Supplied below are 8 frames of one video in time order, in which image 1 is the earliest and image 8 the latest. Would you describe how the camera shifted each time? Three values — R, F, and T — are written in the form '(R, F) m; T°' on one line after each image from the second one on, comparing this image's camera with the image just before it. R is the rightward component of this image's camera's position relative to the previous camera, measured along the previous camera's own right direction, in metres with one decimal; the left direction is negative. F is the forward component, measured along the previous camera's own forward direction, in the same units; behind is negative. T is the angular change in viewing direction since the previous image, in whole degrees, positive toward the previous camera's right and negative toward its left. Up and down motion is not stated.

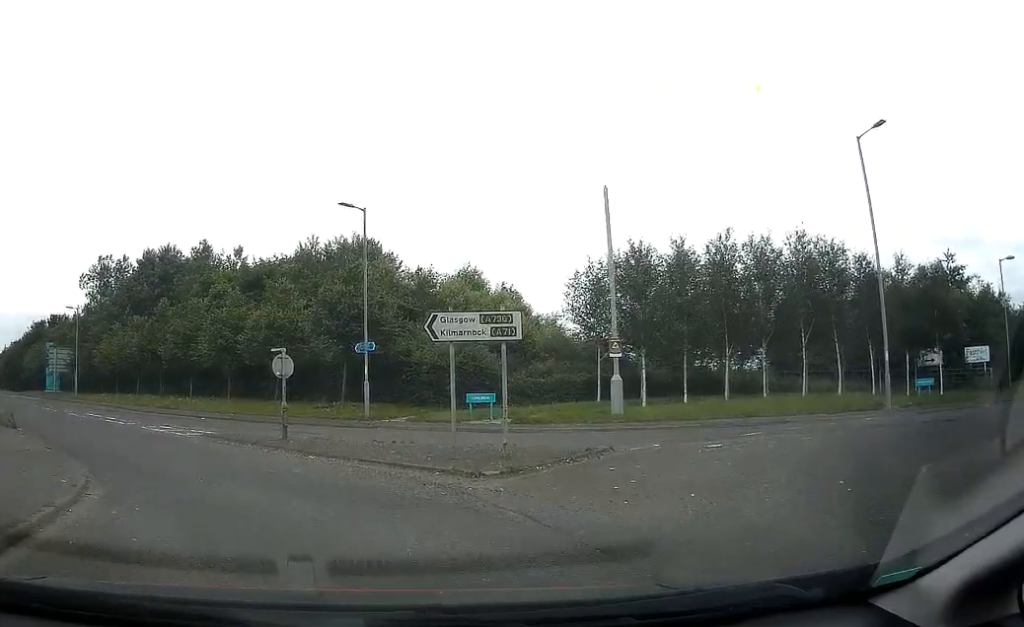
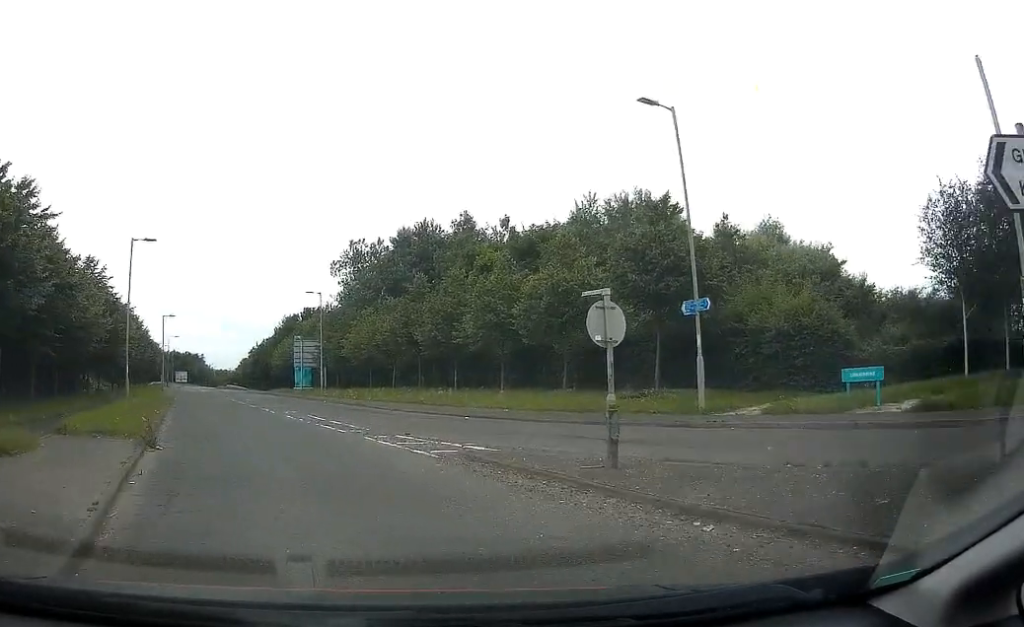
(-1.2, +8.1) m; -15°
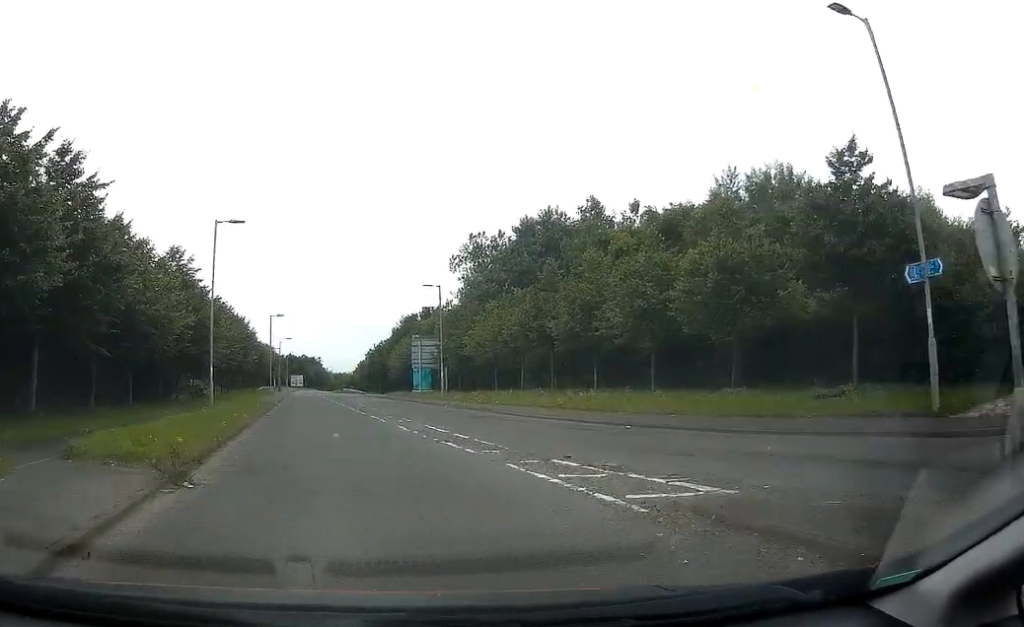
(-0.3, +4.9) m; -6°
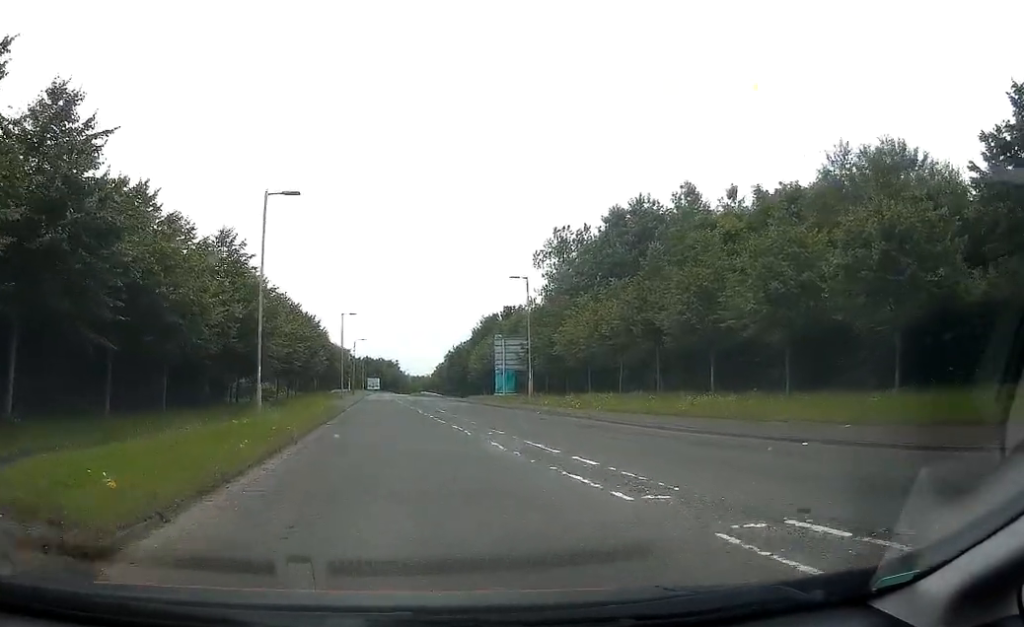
(-0.2, +4.9) m; -5°
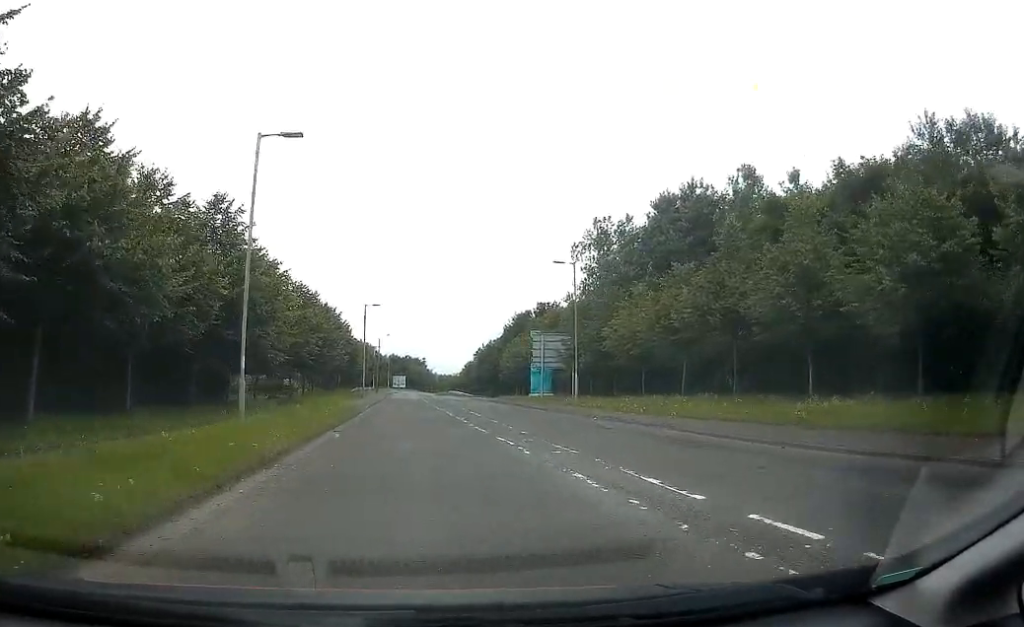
(-0.2, +5.6) m; -3°
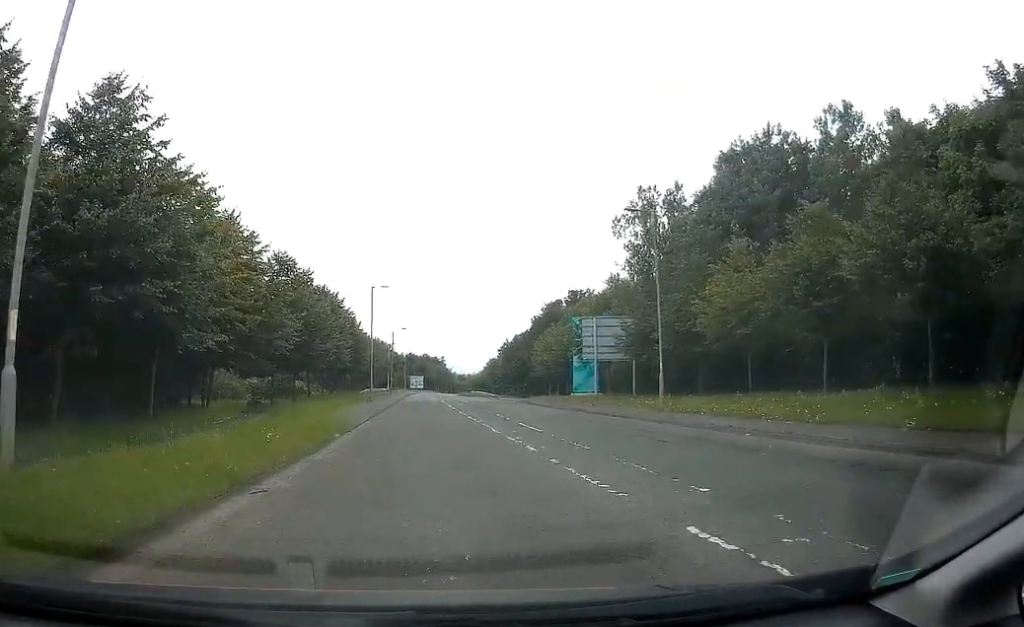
(-0.4, +11.7) m; -2°
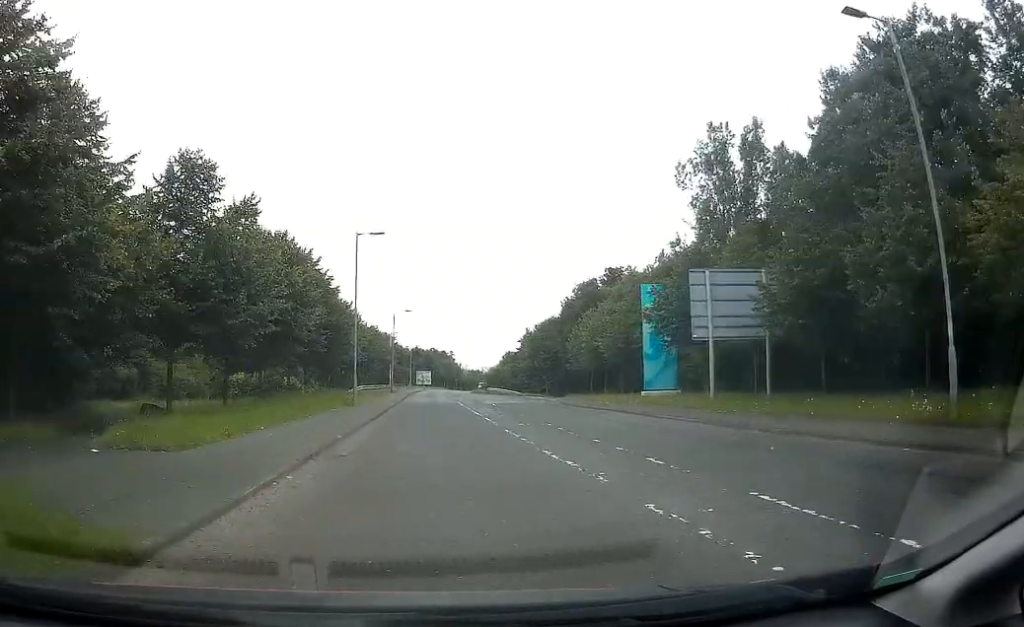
(+0.2, +16.9) m; +1°
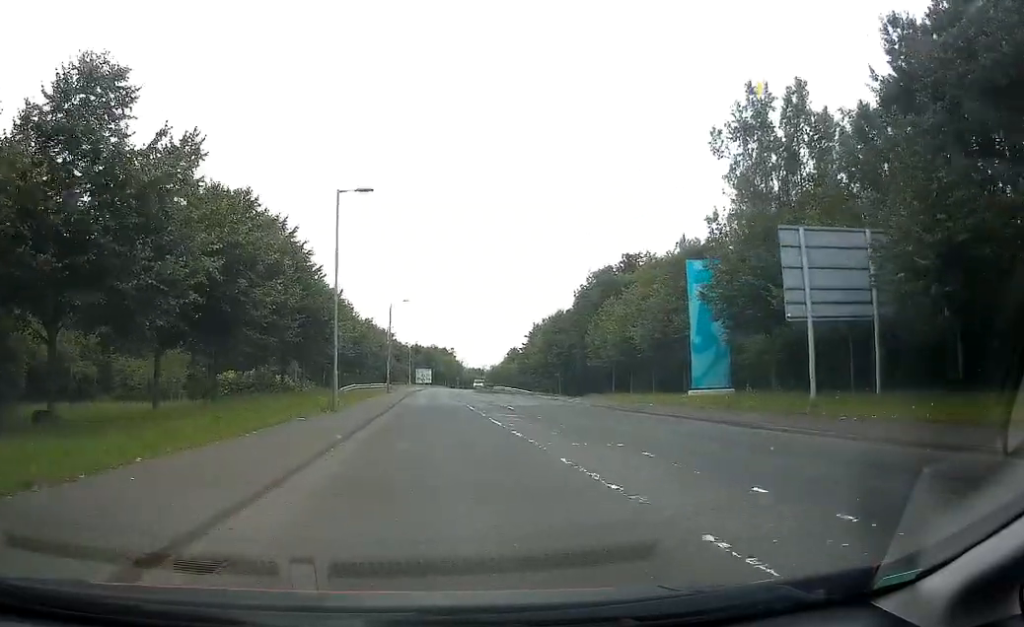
(-0.1, +8.0) m; 0°
